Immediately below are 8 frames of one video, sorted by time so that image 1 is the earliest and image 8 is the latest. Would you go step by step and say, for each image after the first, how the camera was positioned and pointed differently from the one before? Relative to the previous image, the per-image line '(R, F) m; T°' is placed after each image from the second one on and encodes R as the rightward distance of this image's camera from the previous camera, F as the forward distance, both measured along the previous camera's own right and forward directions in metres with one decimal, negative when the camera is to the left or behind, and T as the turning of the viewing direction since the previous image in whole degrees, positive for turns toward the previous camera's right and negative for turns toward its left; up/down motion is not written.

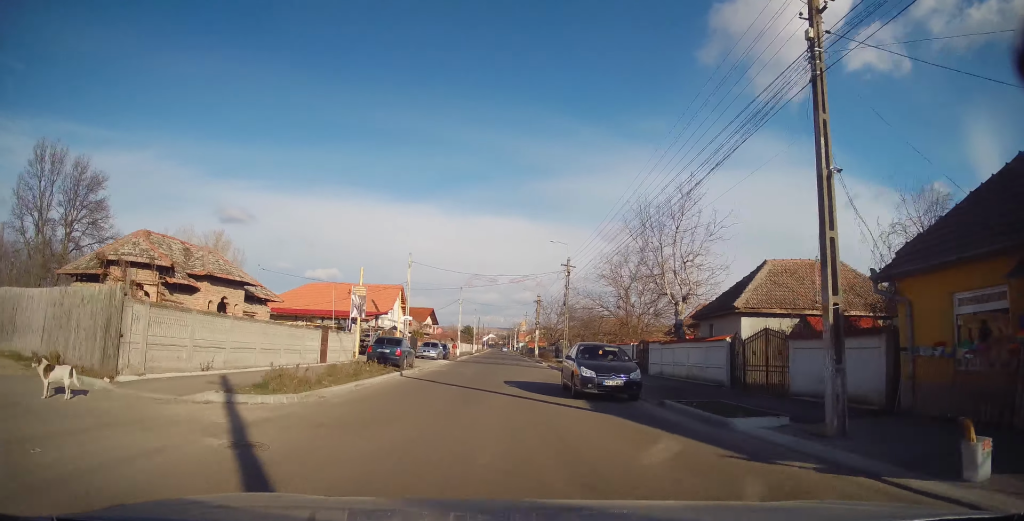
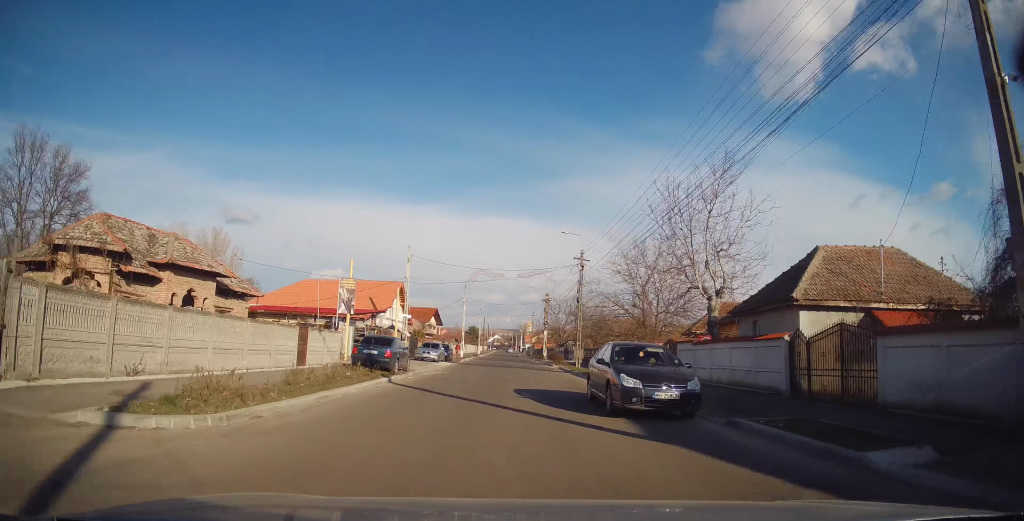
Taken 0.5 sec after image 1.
(-0.3, +3.6) m; 0°
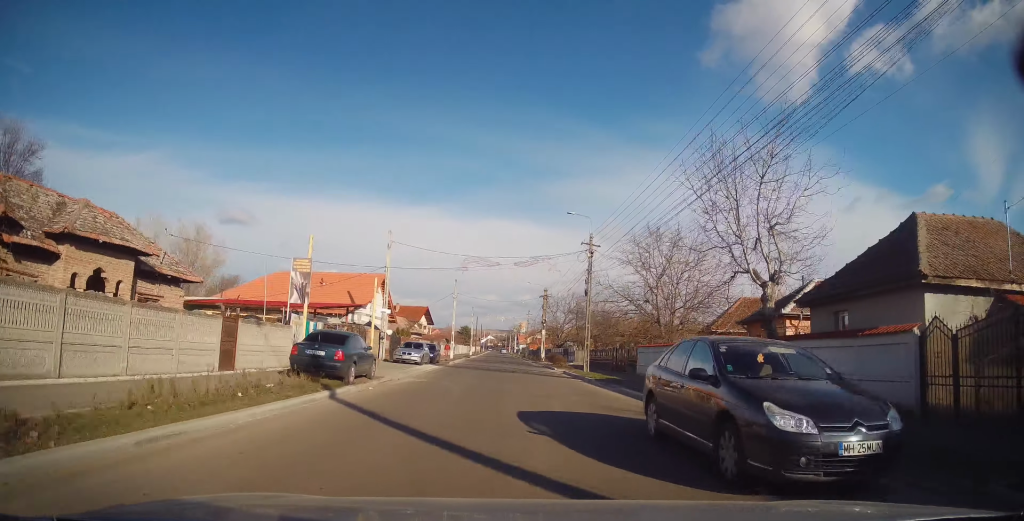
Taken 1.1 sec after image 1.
(+0.1, +5.5) m; +2°
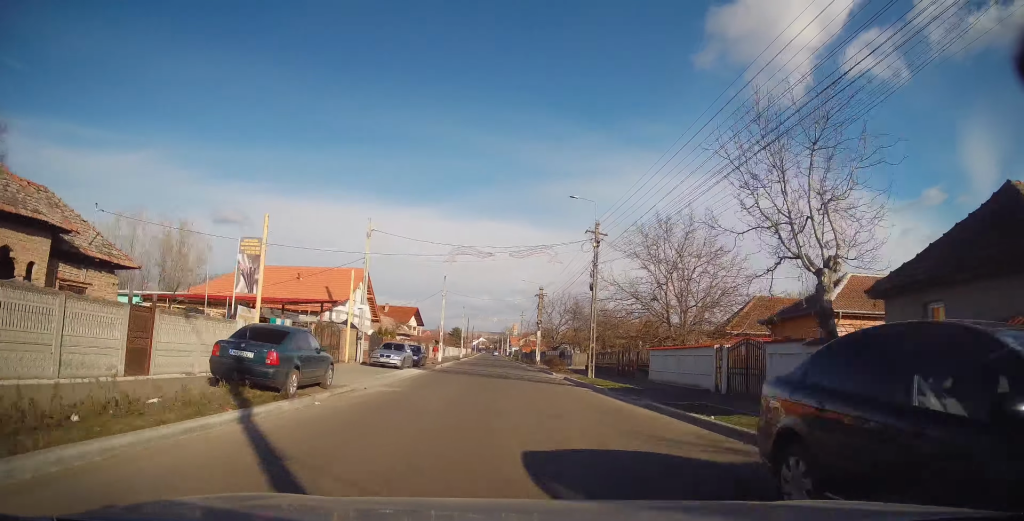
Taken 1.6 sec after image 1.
(+0.2, +4.1) m; +2°
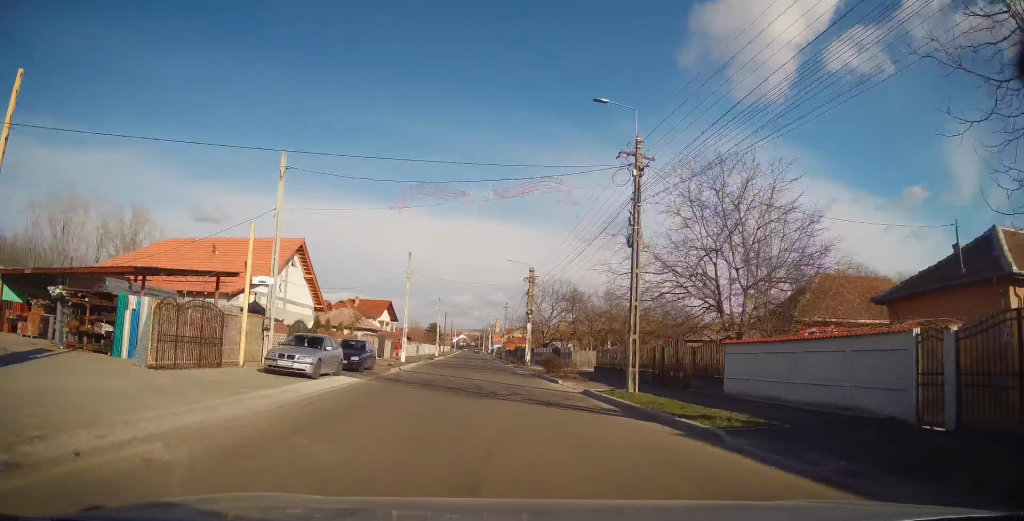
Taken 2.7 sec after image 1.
(+0.1, +11.1) m; +1°
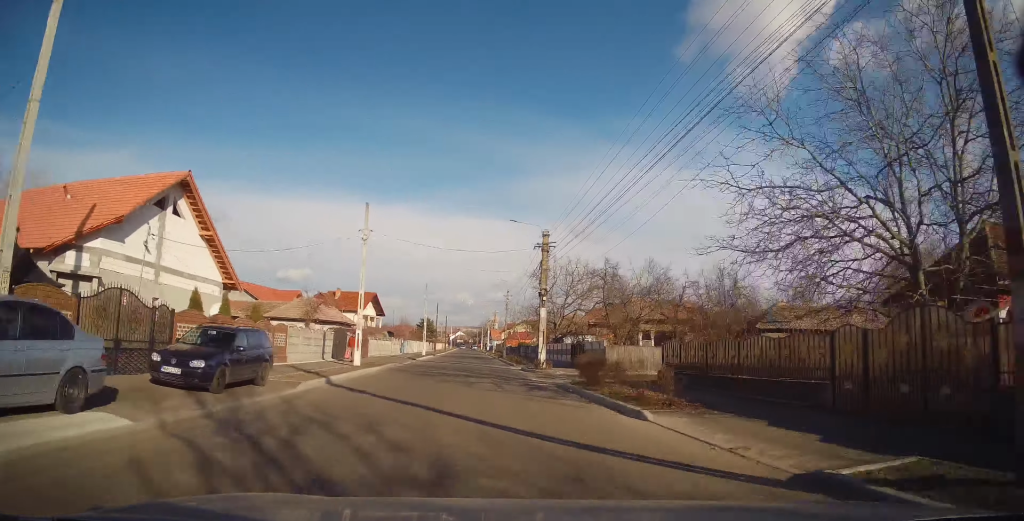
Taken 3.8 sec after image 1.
(0.0, +12.7) m; +1°
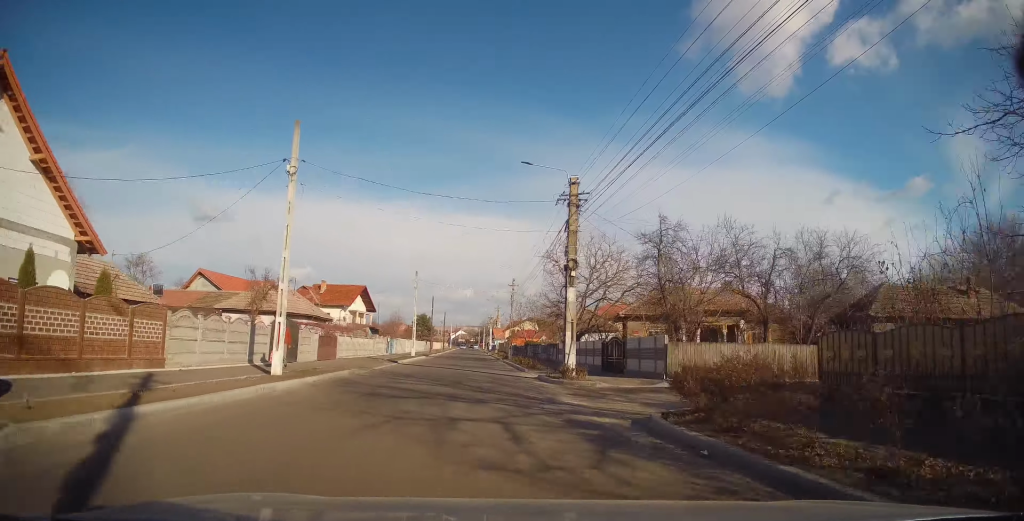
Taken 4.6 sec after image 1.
(+0.2, +10.2) m; -1°
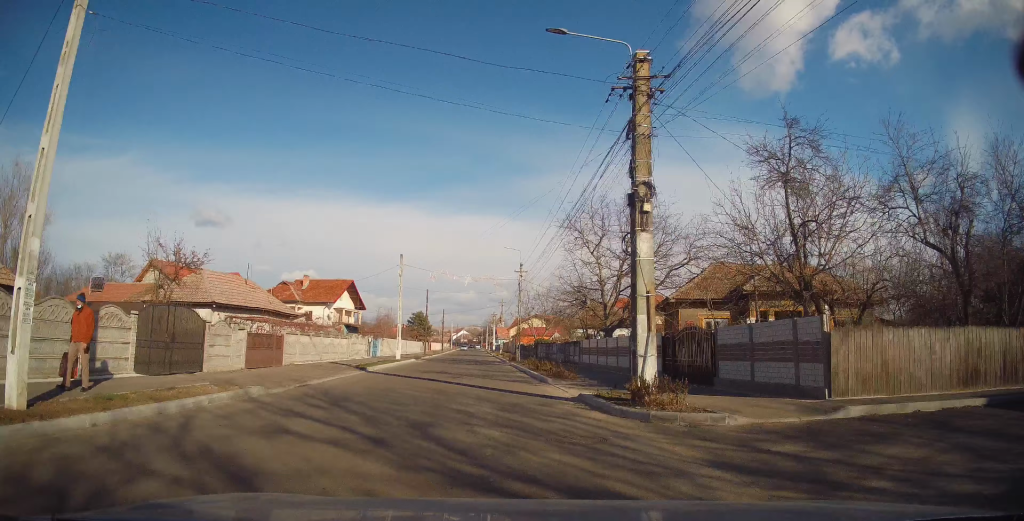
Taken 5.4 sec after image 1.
(-0.3, +10.2) m; -1°
